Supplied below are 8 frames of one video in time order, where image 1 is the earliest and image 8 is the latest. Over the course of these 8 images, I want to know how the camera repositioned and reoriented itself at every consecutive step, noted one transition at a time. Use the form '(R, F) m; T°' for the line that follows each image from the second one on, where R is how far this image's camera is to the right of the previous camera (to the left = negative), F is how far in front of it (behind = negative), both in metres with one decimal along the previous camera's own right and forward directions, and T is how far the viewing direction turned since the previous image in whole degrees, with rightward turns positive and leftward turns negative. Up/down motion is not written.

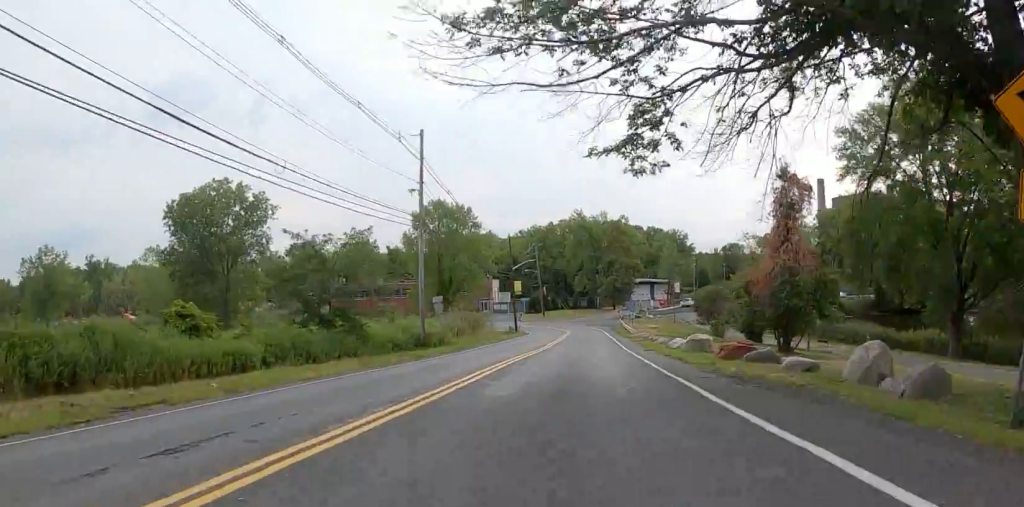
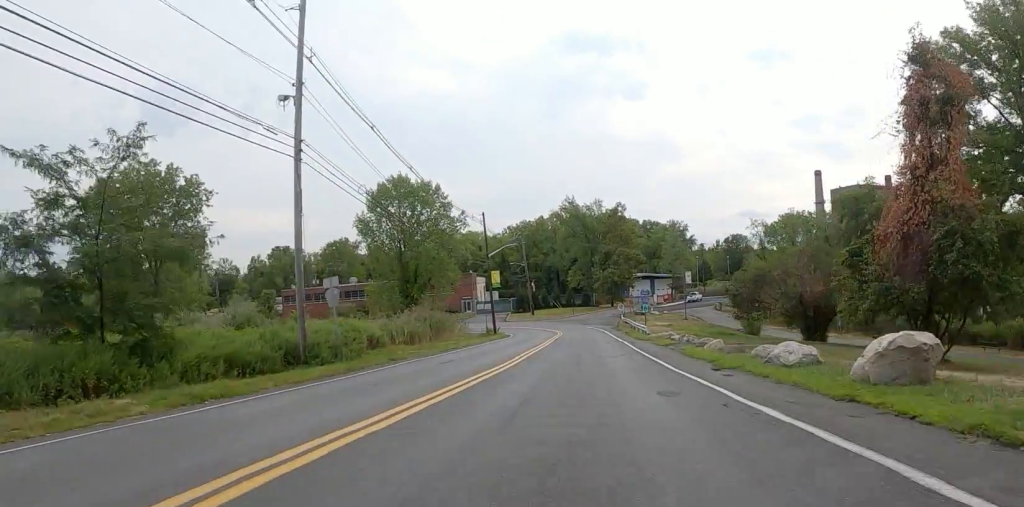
(+0.1, +14.2) m; +4°
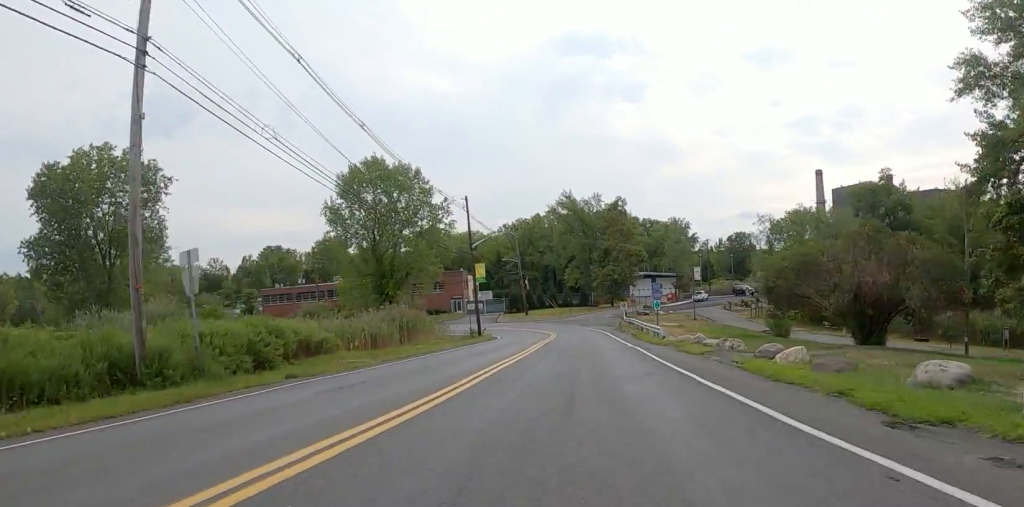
(+0.1, +7.5) m; +2°
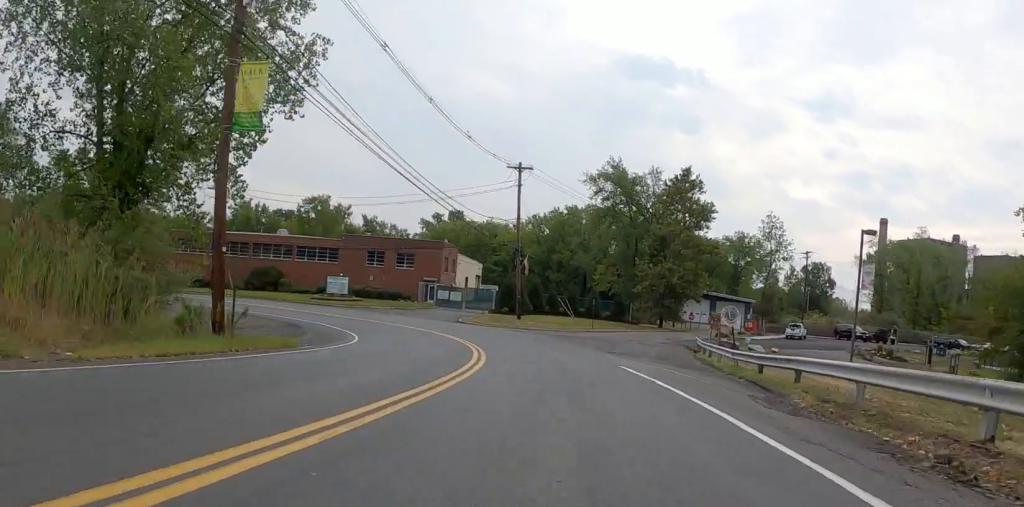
(+0.9, +38.0) m; 0°
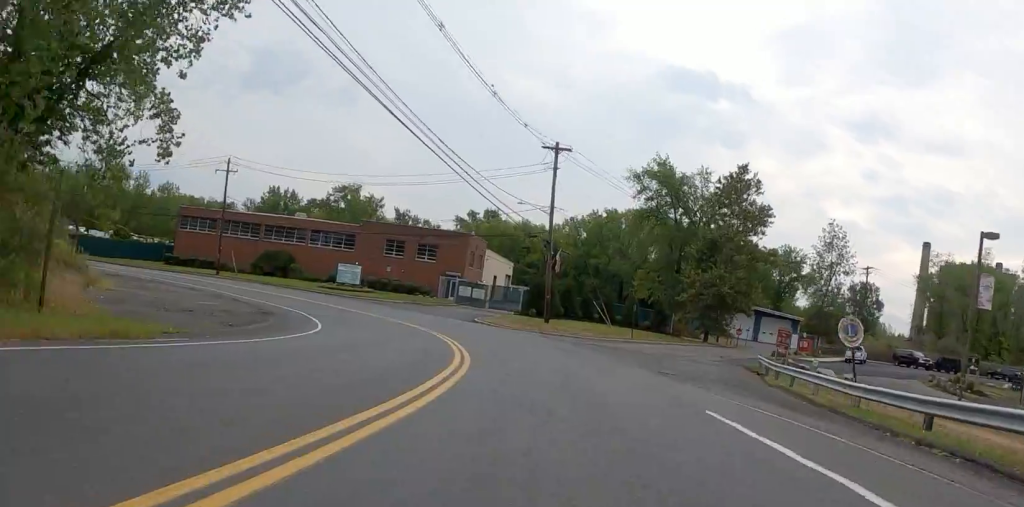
(-0.7, +7.3) m; -7°
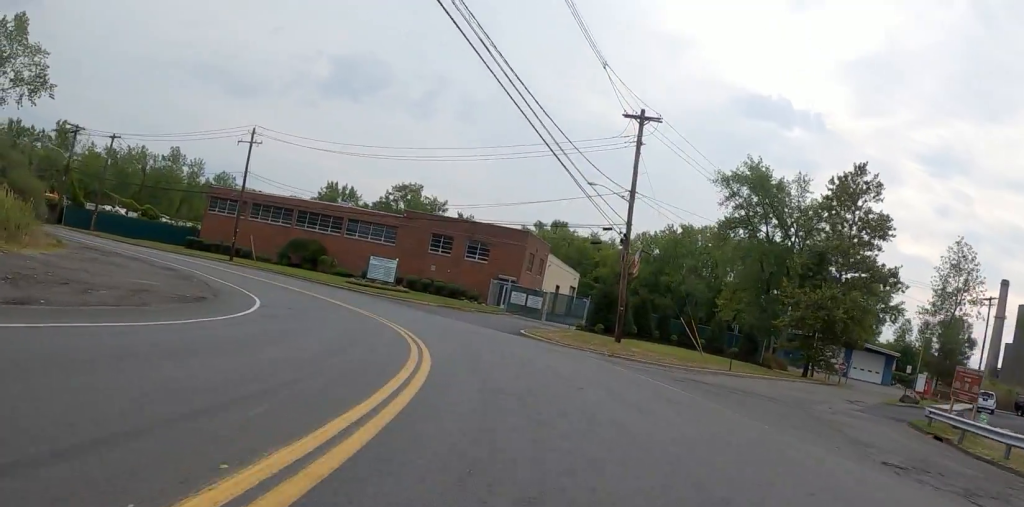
(-0.9, +10.7) m; -9°
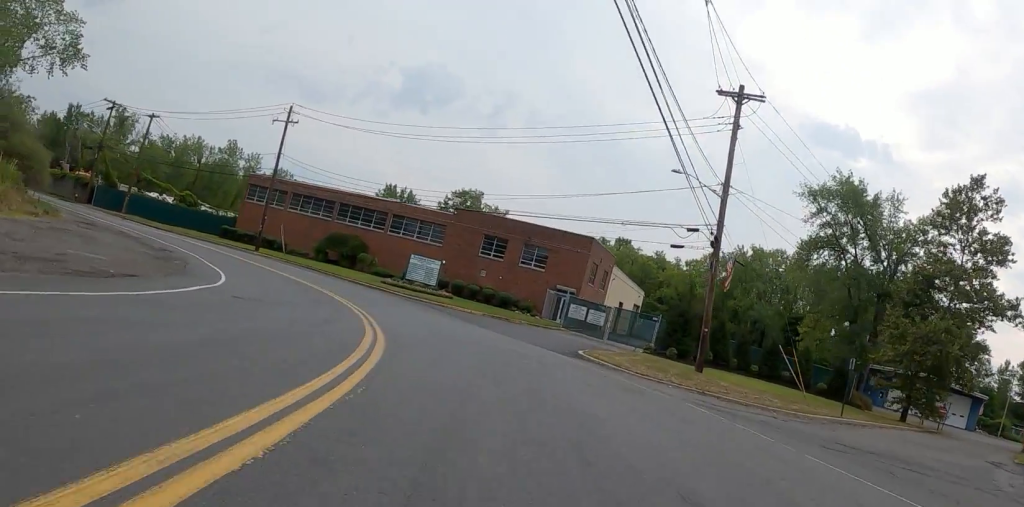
(-0.7, +7.0) m; -3°
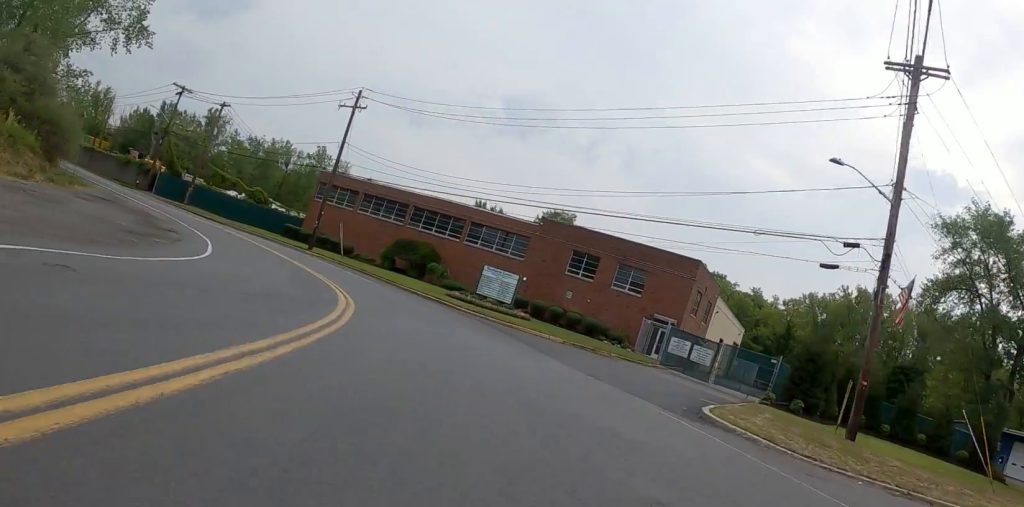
(-0.1, +7.6) m; -7°
